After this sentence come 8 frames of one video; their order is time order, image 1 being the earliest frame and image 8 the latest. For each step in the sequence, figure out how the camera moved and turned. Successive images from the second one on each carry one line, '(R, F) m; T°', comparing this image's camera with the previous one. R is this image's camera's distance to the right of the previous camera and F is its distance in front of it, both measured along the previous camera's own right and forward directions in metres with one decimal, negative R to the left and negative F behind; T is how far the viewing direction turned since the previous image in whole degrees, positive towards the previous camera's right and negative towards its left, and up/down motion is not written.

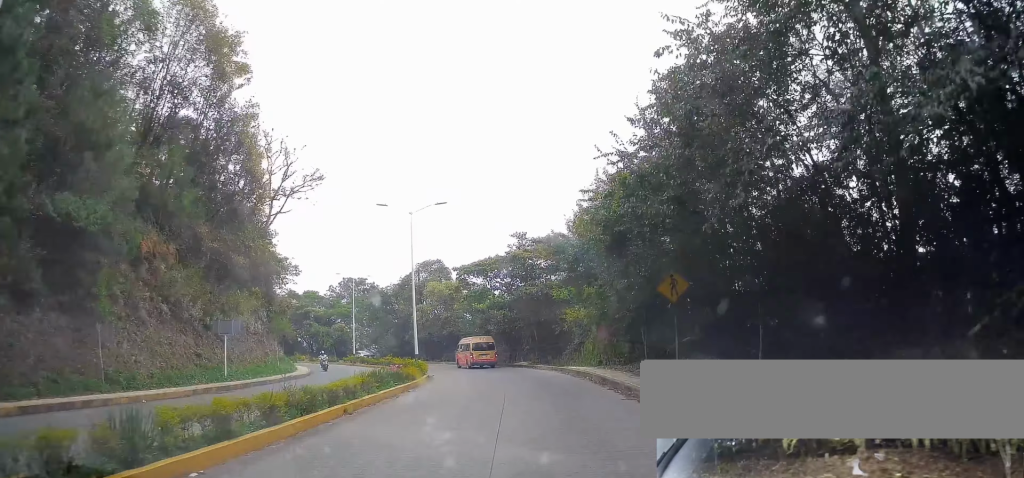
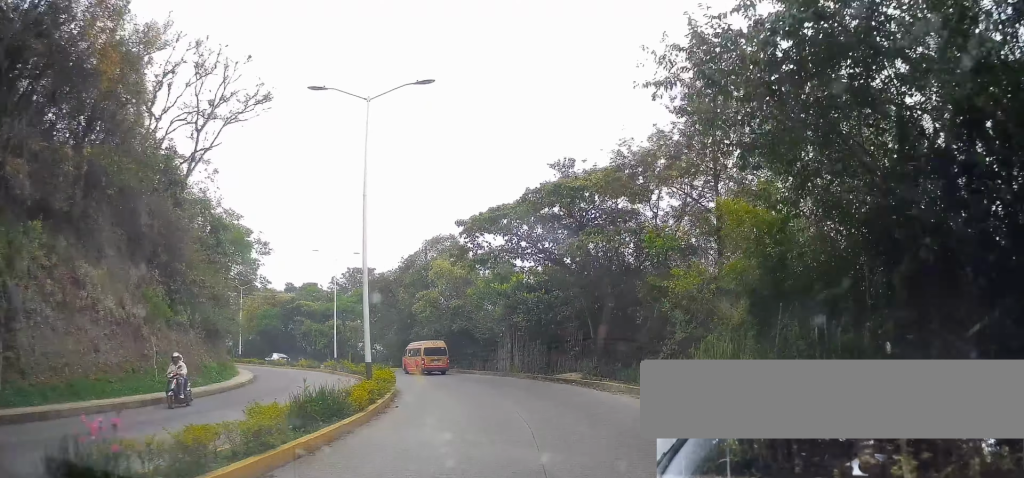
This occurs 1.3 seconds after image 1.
(0.0, +16.8) m; 0°
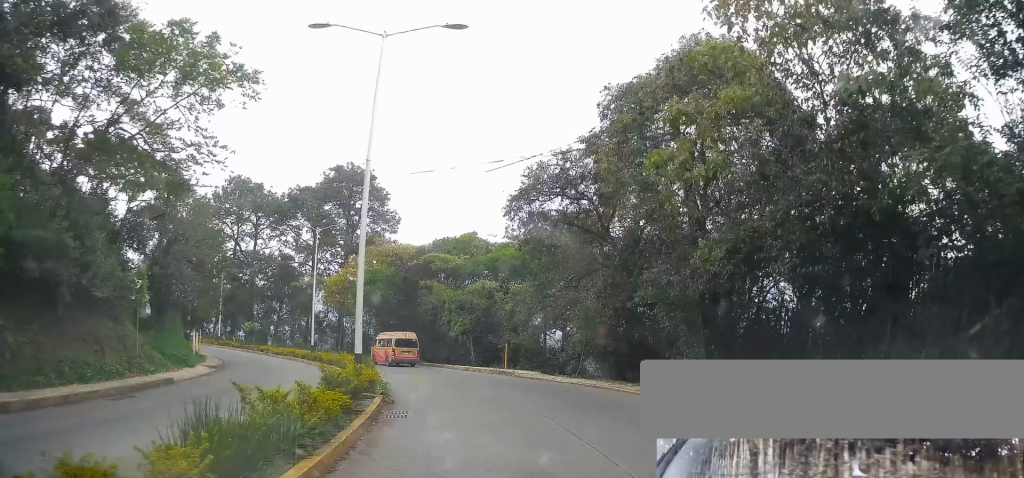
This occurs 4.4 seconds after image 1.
(-2.7, +35.4) m; -15°
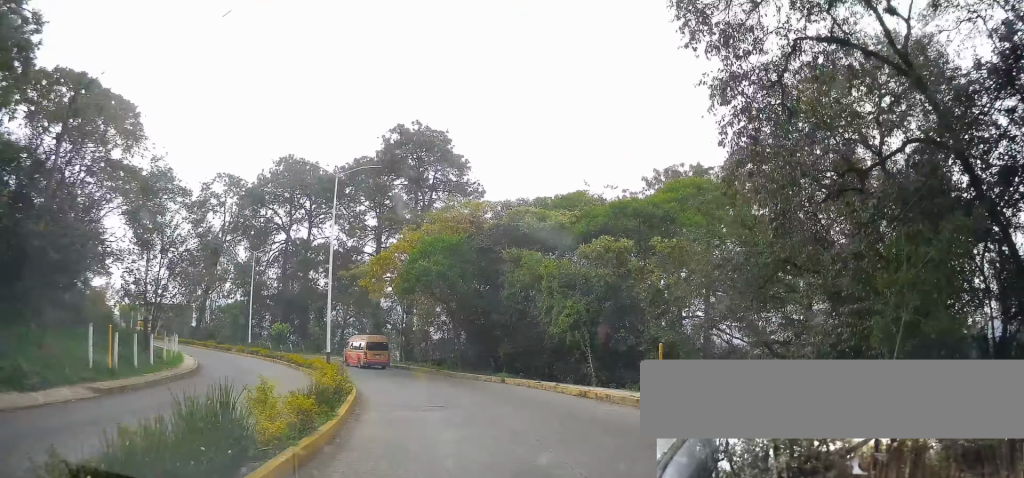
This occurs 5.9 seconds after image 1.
(-2.1, +15.9) m; -13°
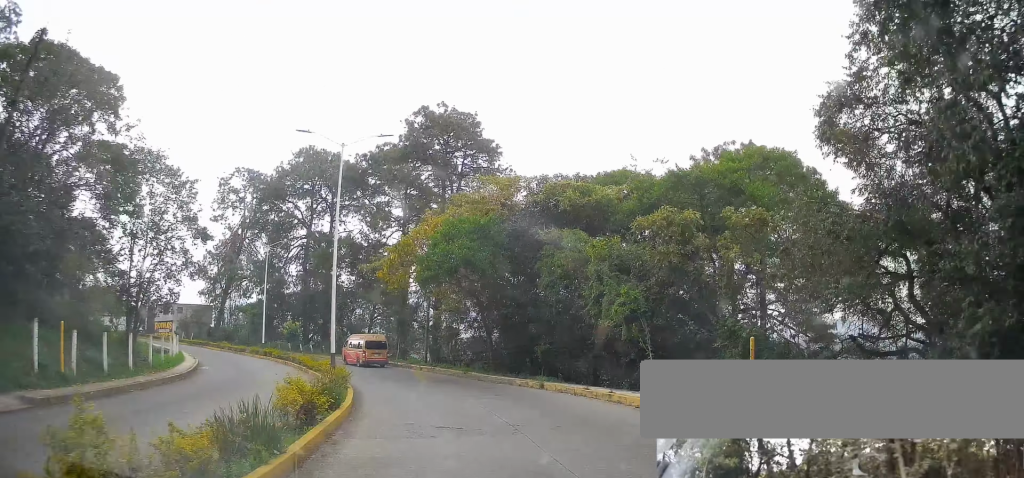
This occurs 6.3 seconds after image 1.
(0.0, +4.6) m; -3°
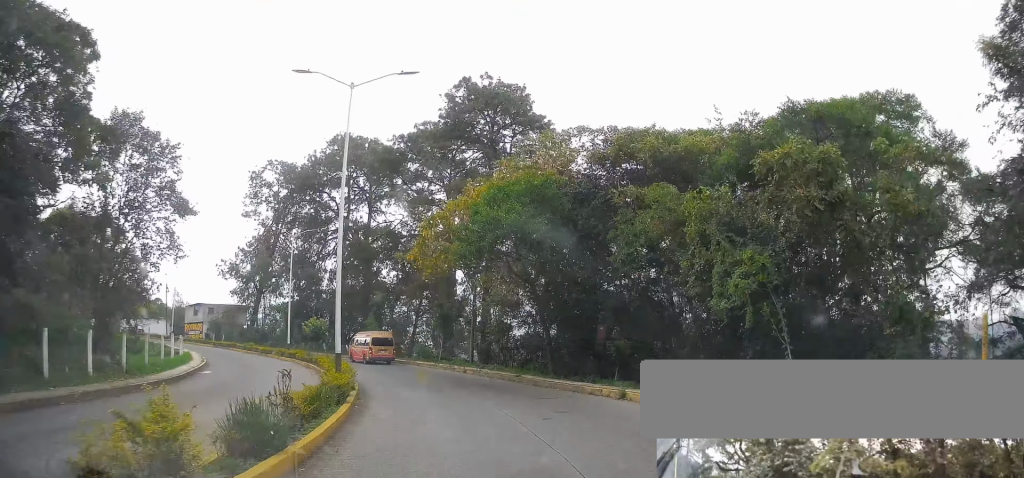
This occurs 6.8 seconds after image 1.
(-0.3, +5.8) m; -6°
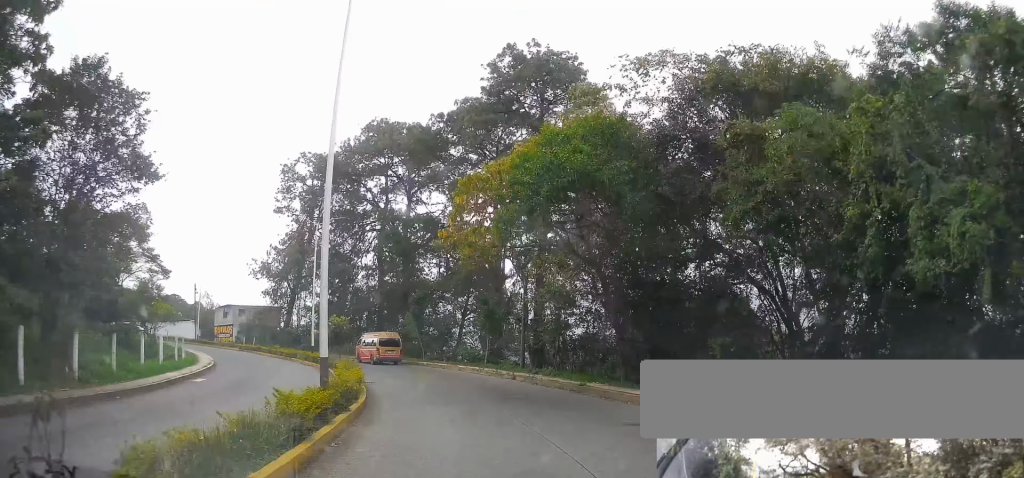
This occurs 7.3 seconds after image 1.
(0.0, +5.5) m; -7°
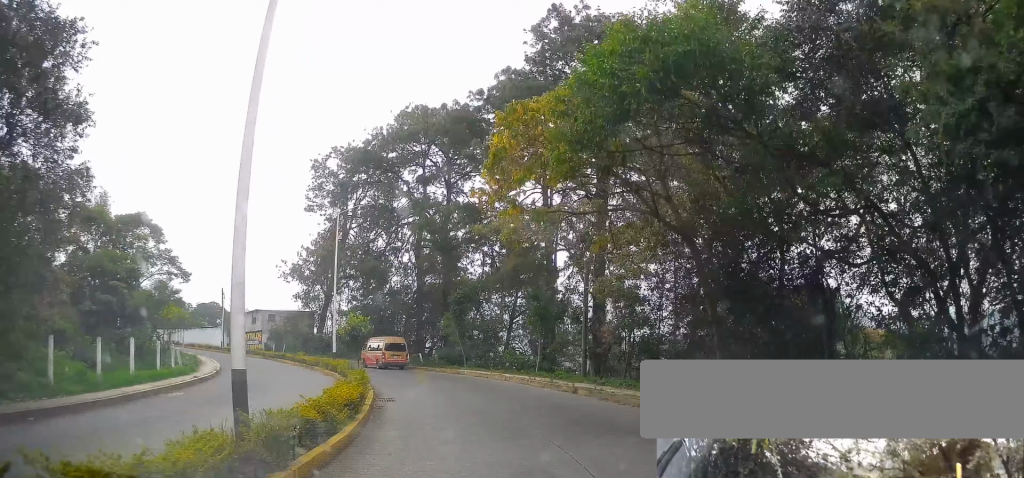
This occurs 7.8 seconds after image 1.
(-0.6, +5.5) m; -6°
